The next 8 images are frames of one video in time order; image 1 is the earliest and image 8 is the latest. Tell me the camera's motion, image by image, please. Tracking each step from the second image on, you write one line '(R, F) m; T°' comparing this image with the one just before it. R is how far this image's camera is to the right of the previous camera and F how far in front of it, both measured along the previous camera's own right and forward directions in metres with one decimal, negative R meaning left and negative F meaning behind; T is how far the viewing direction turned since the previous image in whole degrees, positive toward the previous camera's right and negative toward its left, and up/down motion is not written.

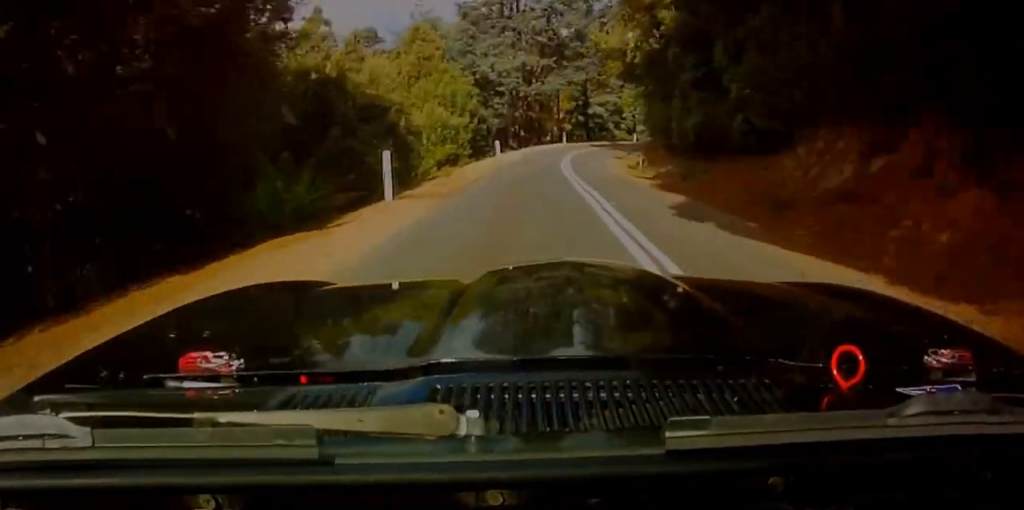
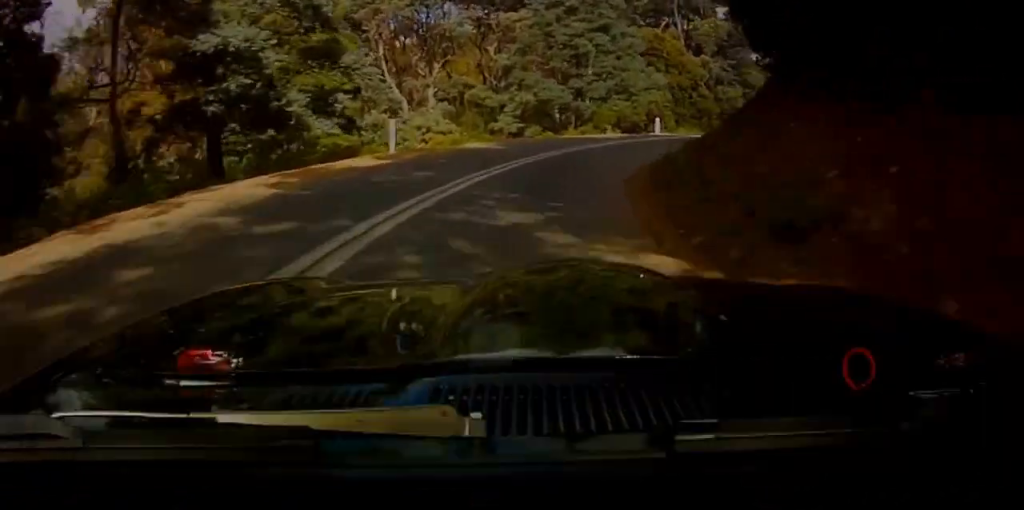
(+21.0, +41.7) m; +47°
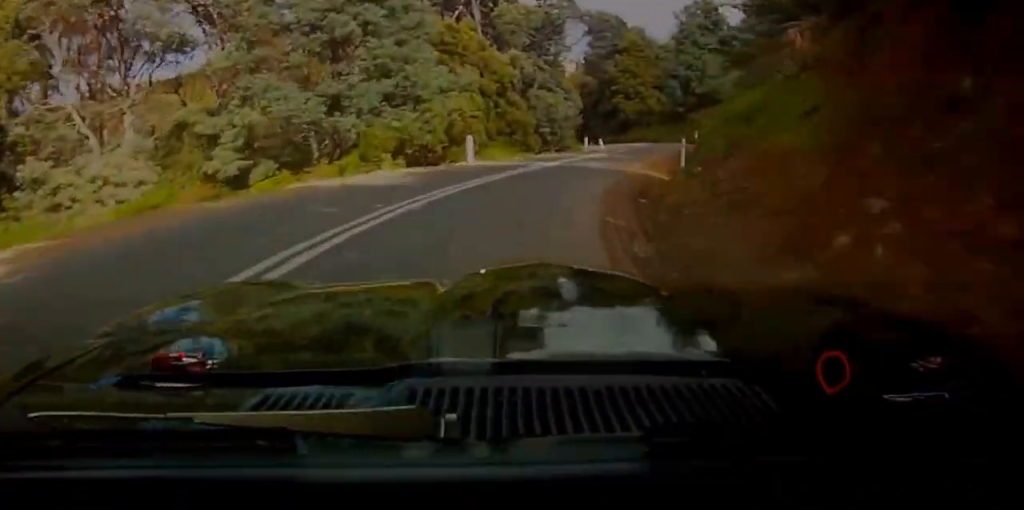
(+2.1, +20.8) m; +10°
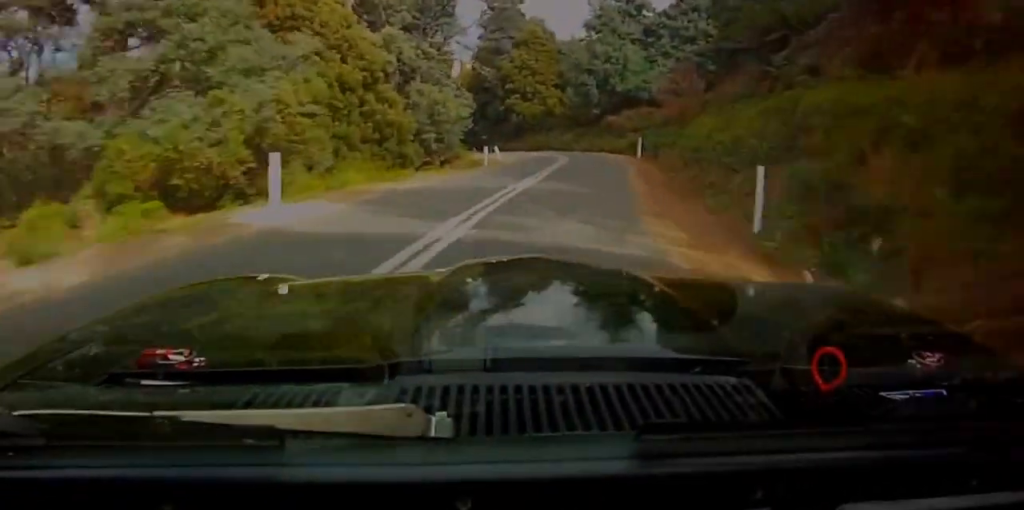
(-0.6, +15.2) m; +6°
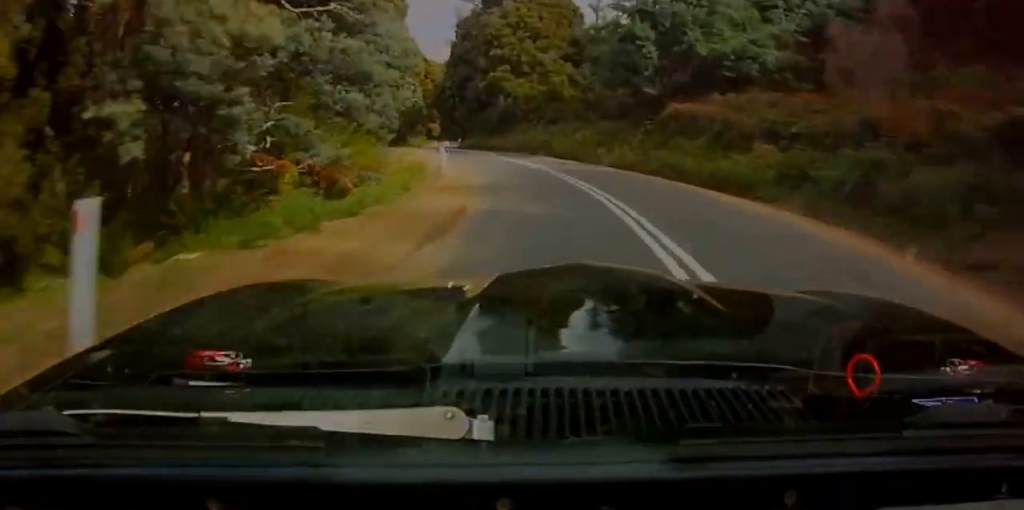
(+5.6, +38.6) m; +10°
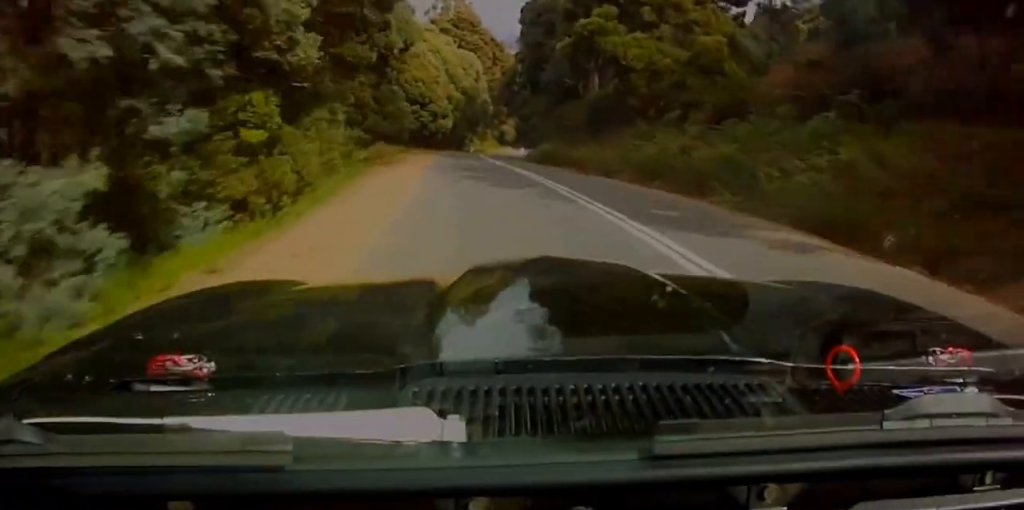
(+0.4, +34.7) m; +1°
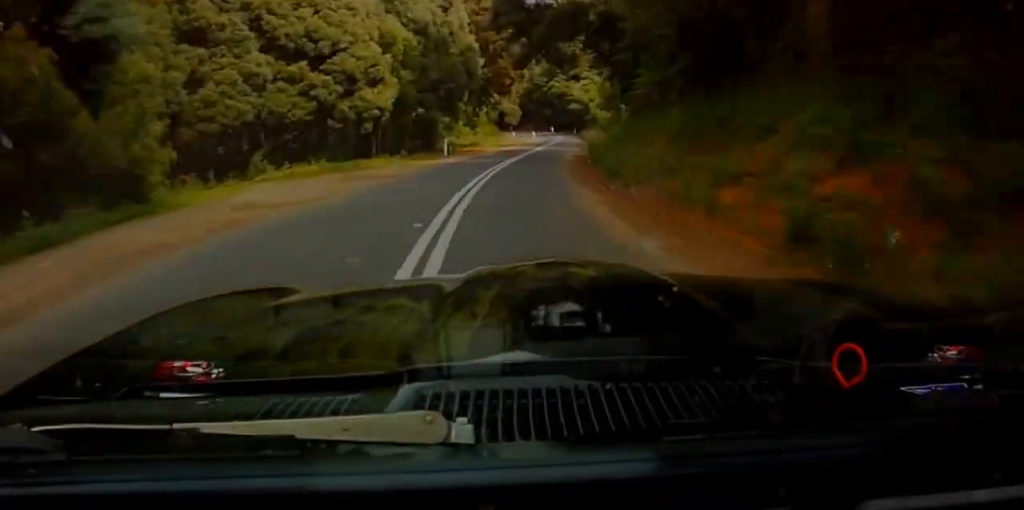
(+0.6, +59.7) m; +3°
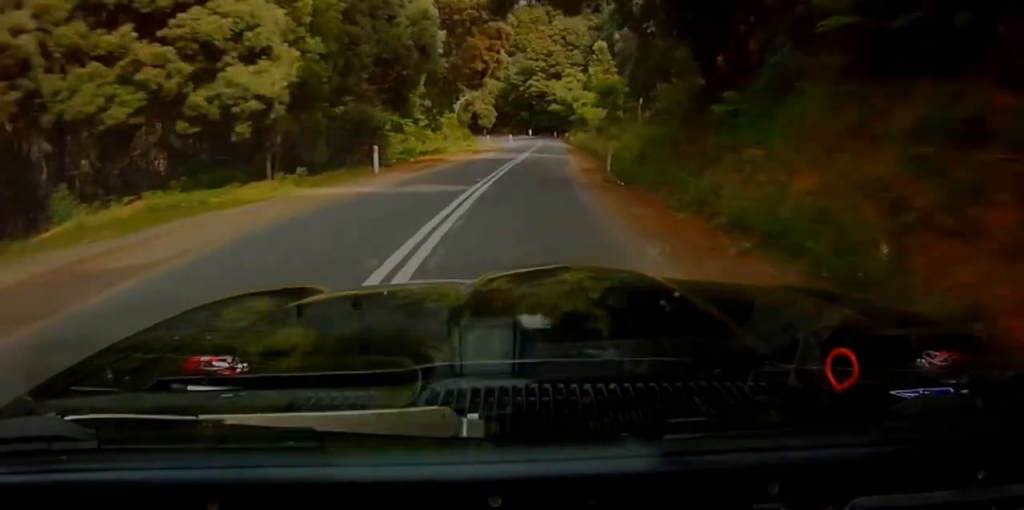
(+0.6, +17.7) m; +2°
